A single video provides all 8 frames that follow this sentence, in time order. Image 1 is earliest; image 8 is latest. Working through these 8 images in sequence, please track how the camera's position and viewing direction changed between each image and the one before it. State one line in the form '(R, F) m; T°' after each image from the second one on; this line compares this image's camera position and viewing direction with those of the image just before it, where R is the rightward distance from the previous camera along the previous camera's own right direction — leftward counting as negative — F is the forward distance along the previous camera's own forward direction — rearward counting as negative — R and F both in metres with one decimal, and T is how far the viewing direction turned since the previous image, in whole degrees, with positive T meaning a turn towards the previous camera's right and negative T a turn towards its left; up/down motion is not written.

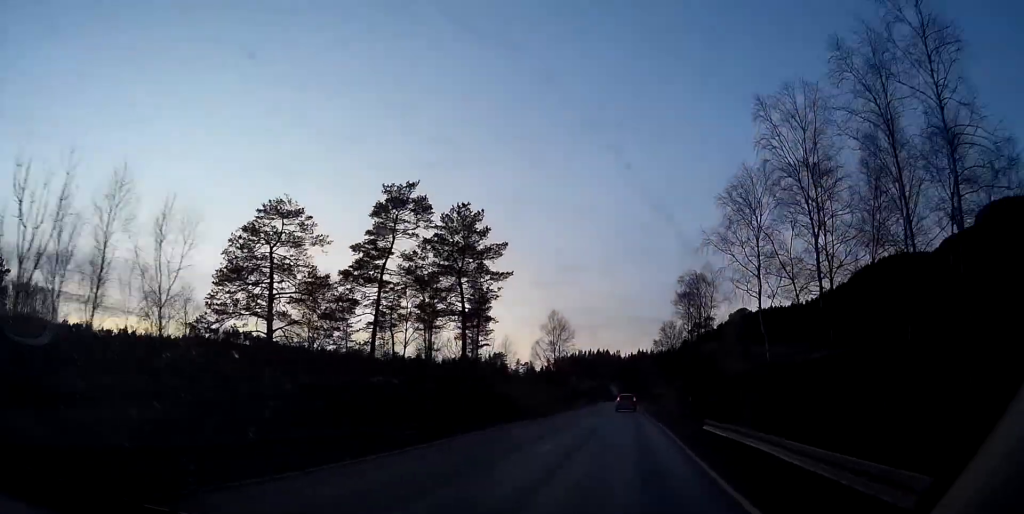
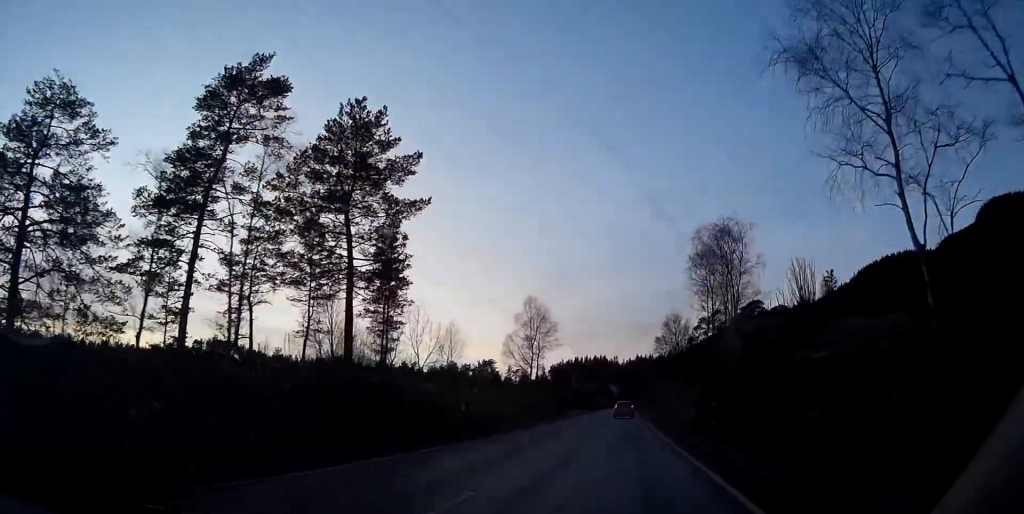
(+0.2, +19.8) m; 0°
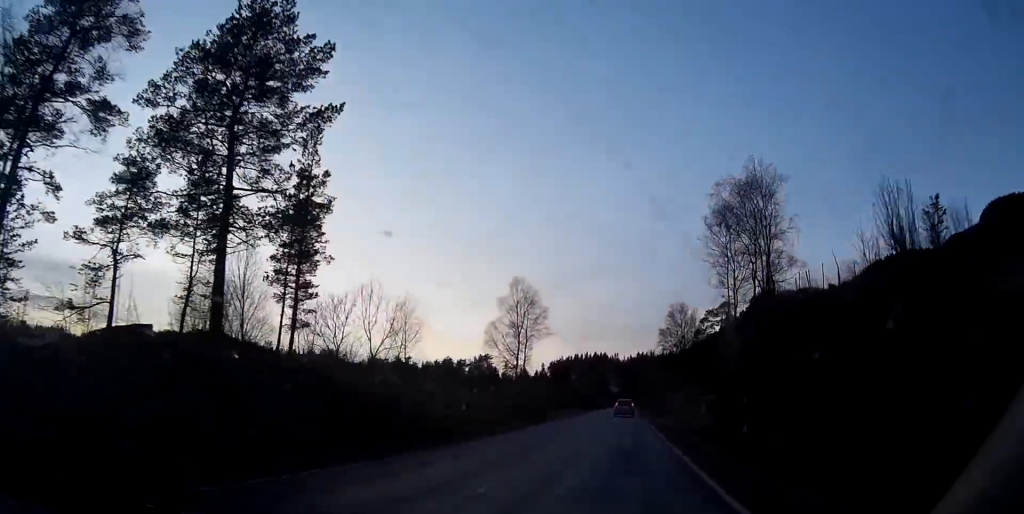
(+0.1, +10.0) m; -1°
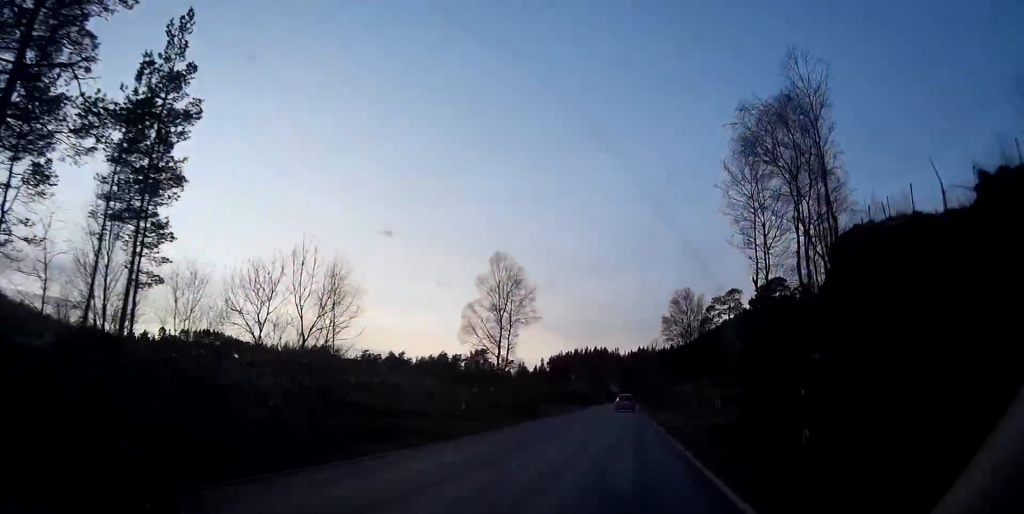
(-0.2, +9.3) m; -1°
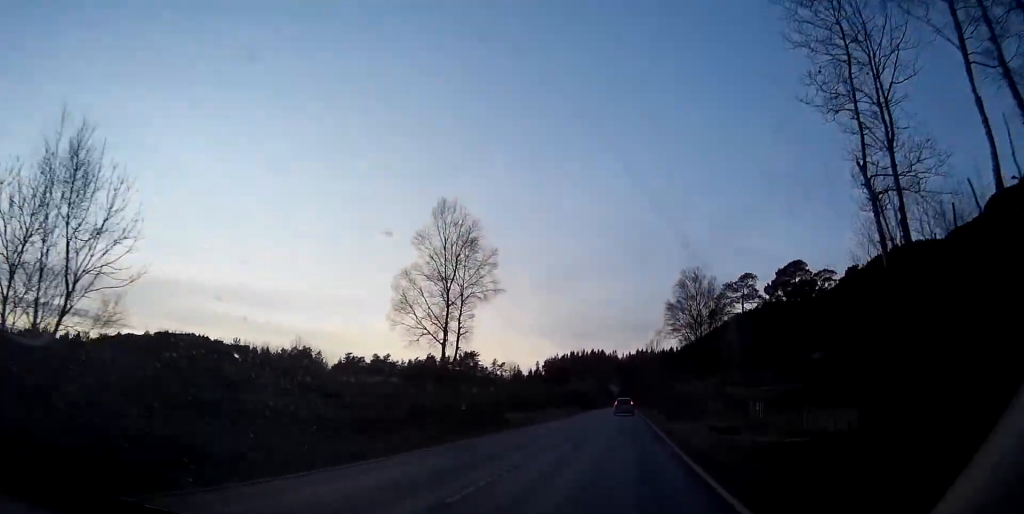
(-0.2, +15.9) m; -1°
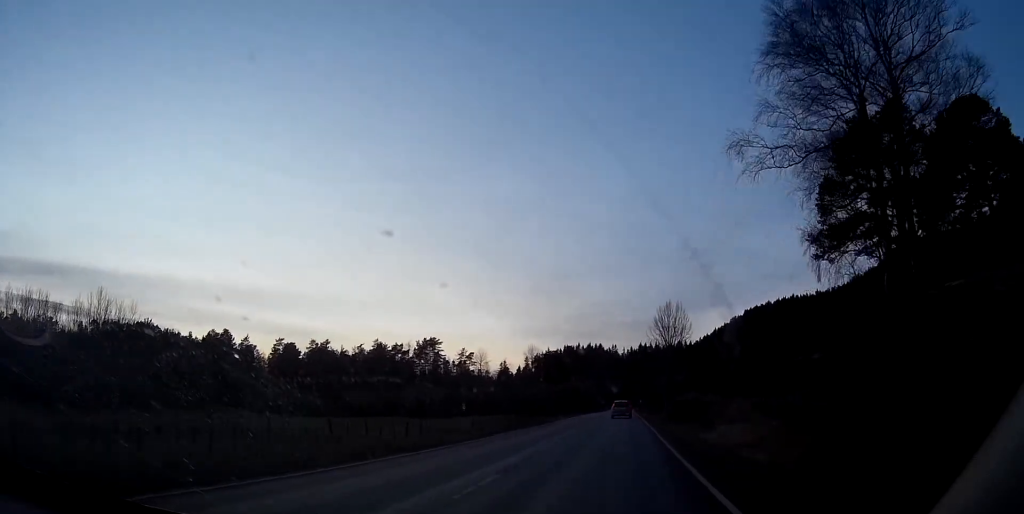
(-0.5, +58.4) m; -1°
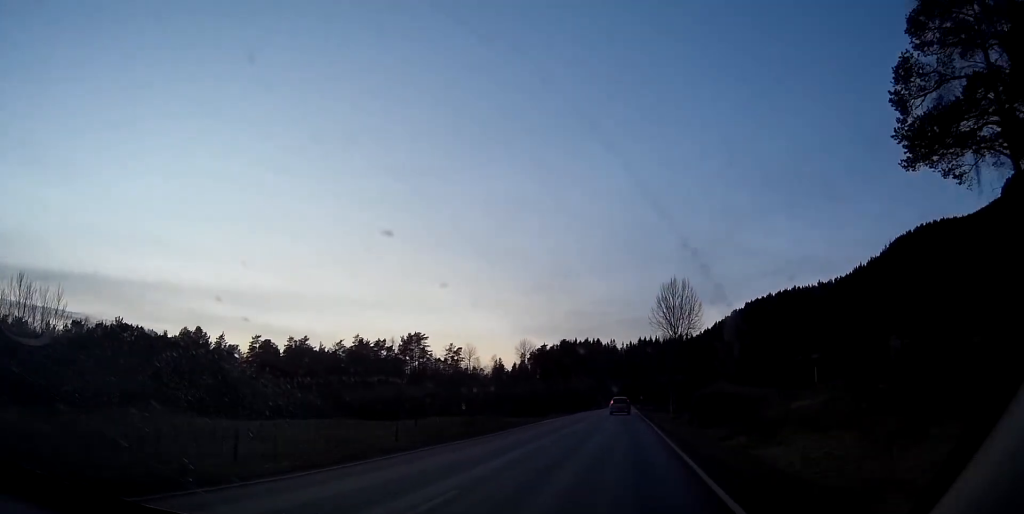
(+0.1, +14.5) m; 0°
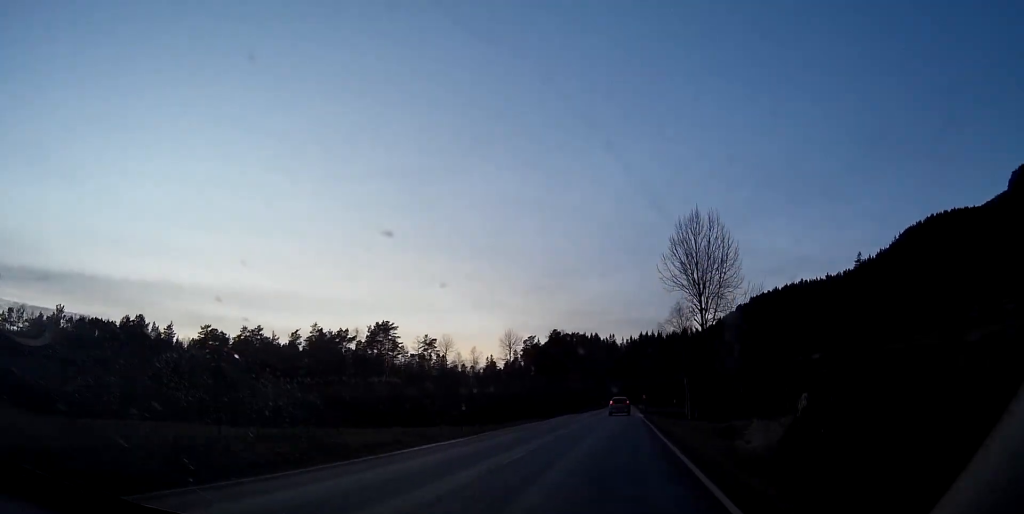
(0.0, +27.4) m; 0°
